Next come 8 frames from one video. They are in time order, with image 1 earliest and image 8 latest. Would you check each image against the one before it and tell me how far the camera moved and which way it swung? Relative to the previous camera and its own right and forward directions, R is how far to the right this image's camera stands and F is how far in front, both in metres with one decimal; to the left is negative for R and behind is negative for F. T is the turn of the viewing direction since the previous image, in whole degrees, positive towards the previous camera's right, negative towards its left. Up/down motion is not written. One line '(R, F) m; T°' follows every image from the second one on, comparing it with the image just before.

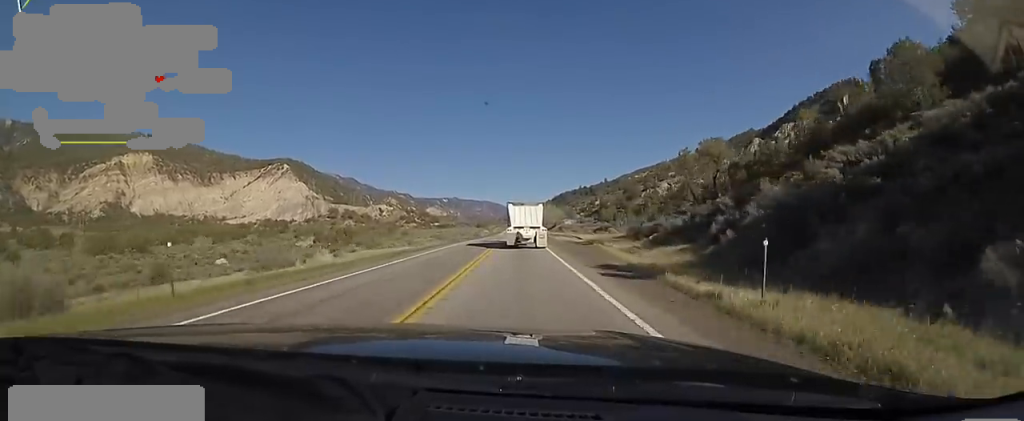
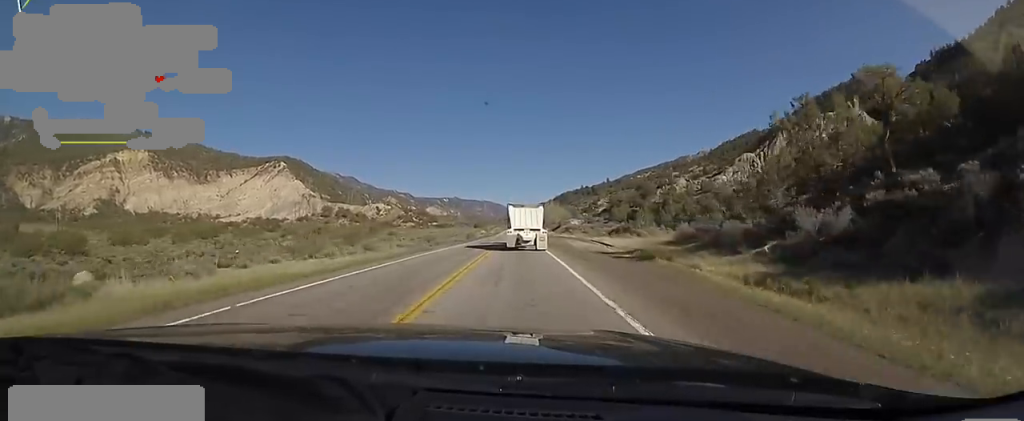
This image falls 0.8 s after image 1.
(-0.5, +17.2) m; -1°
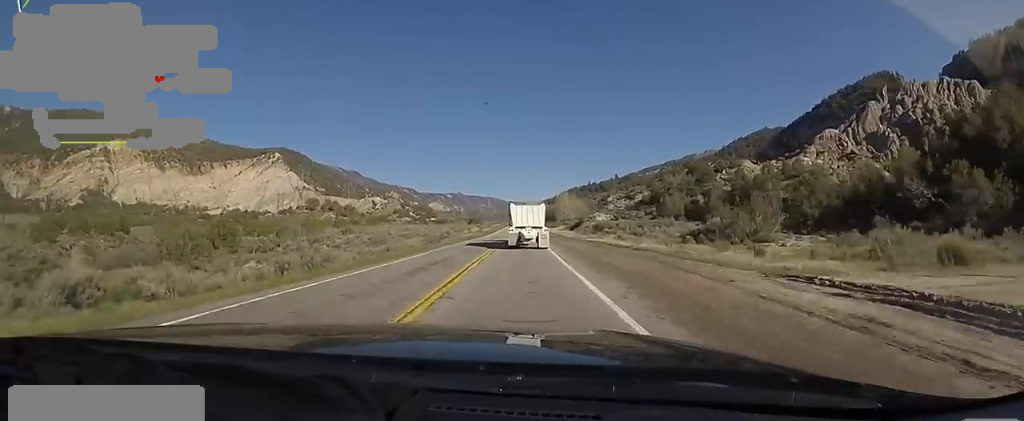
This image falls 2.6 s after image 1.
(-0.5, +42.2) m; 0°
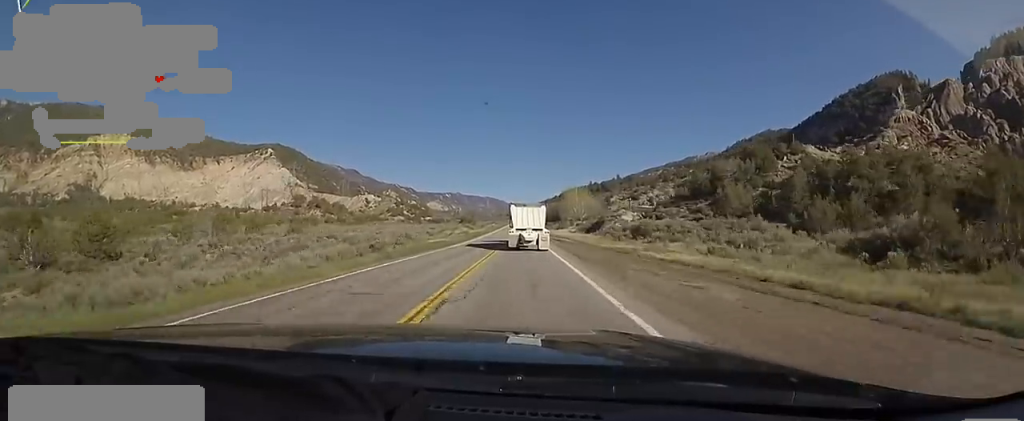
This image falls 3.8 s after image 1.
(+0.6, +25.4) m; +1°
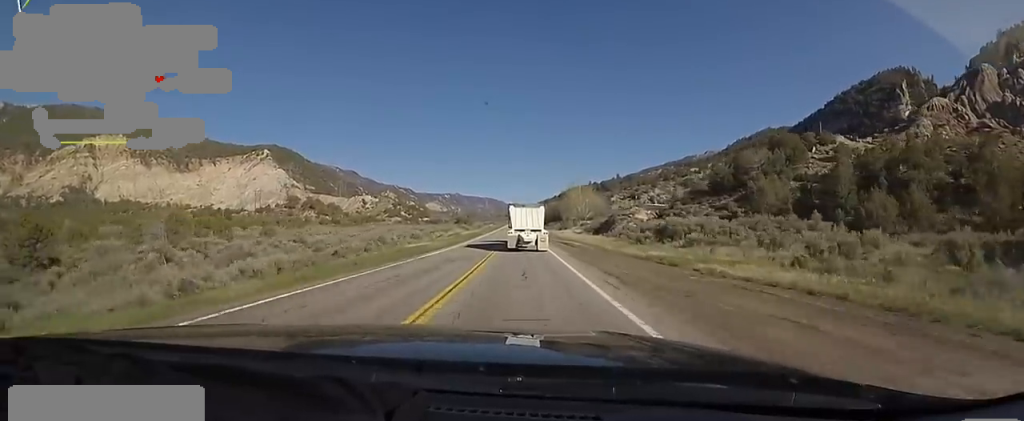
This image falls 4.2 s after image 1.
(+0.3, +9.0) m; 0°
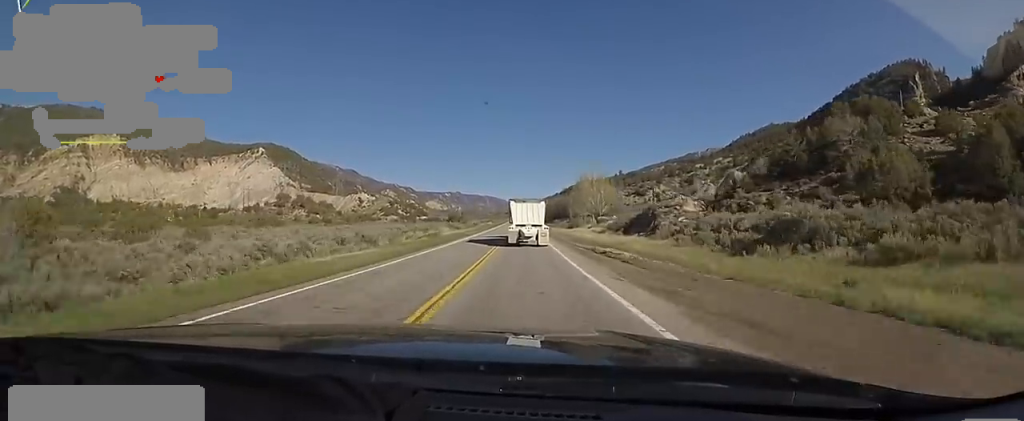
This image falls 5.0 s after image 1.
(-0.8, +18.7) m; 0°
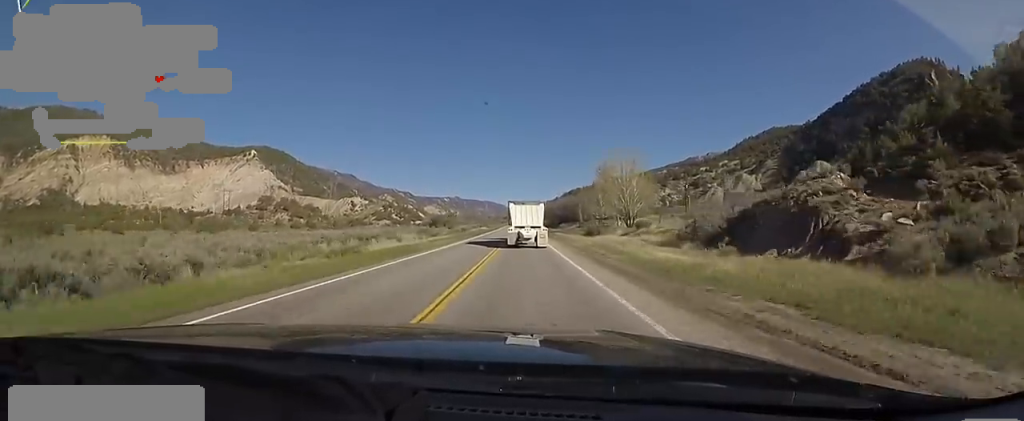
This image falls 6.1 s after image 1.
(+0.8, +24.8) m; -2°
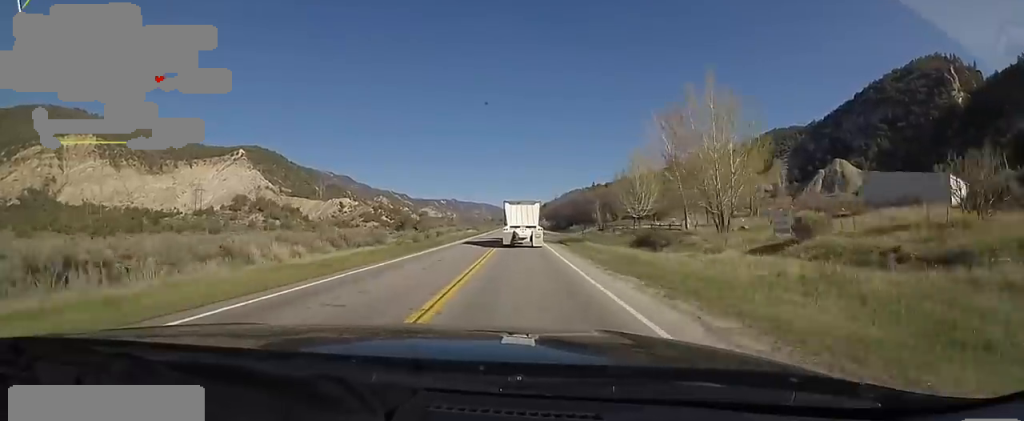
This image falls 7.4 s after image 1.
(-1.3, +29.4) m; +1°
